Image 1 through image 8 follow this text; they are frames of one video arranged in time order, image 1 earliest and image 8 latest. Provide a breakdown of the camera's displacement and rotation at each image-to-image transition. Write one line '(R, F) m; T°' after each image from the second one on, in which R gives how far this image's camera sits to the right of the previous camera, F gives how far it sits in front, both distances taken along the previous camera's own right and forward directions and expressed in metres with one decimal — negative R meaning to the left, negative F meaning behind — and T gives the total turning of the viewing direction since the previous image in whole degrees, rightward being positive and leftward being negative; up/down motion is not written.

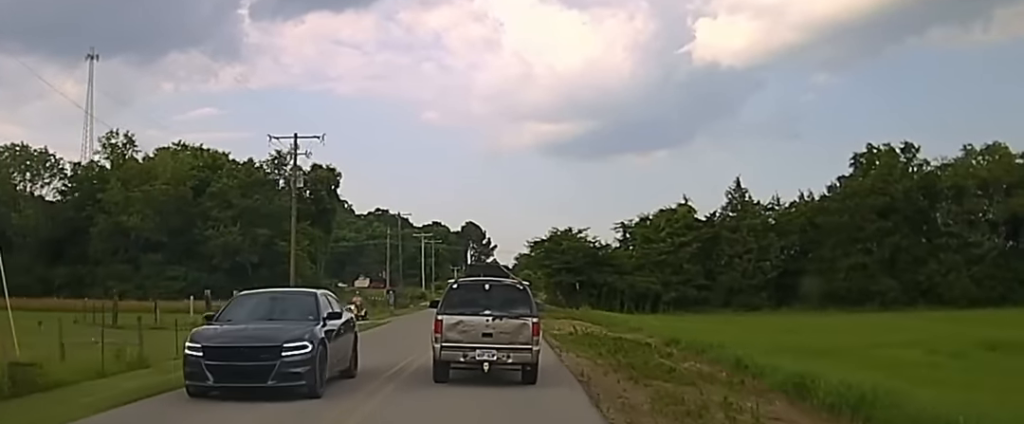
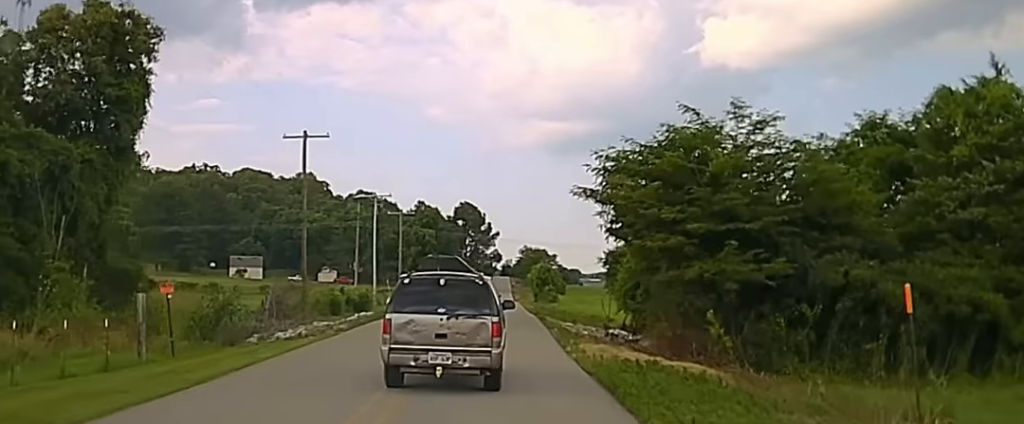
(-0.1, +66.9) m; +1°
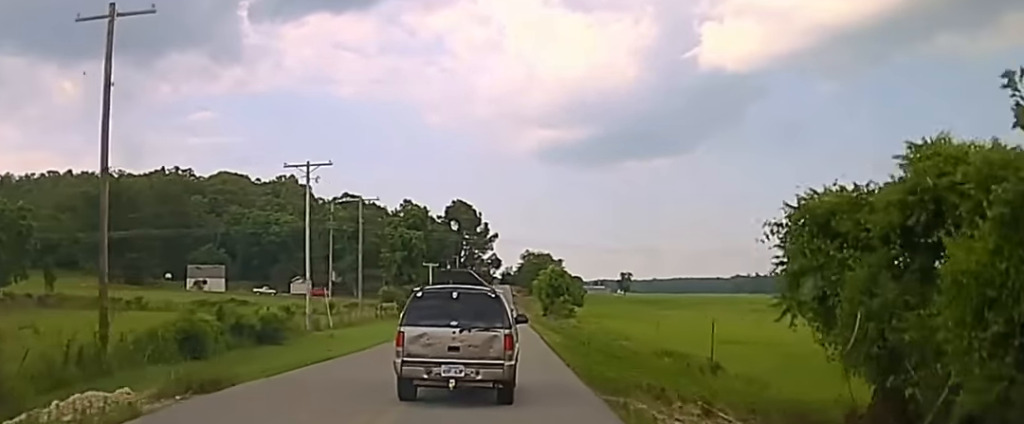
(-0.1, +31.8) m; -1°
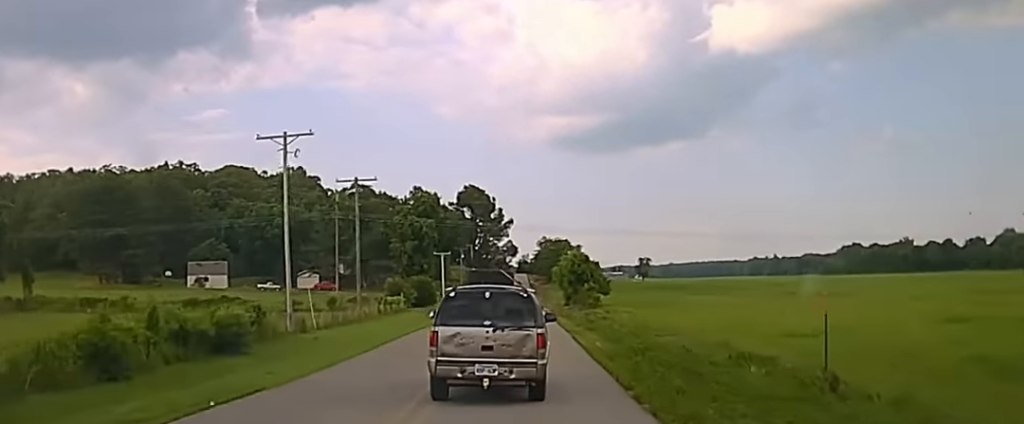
(-0.2, +10.5) m; 0°
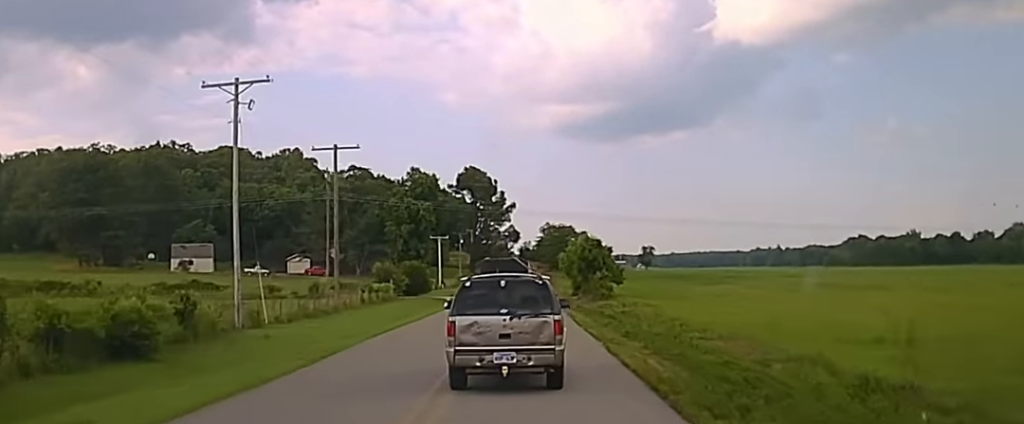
(-0.2, +11.4) m; 0°
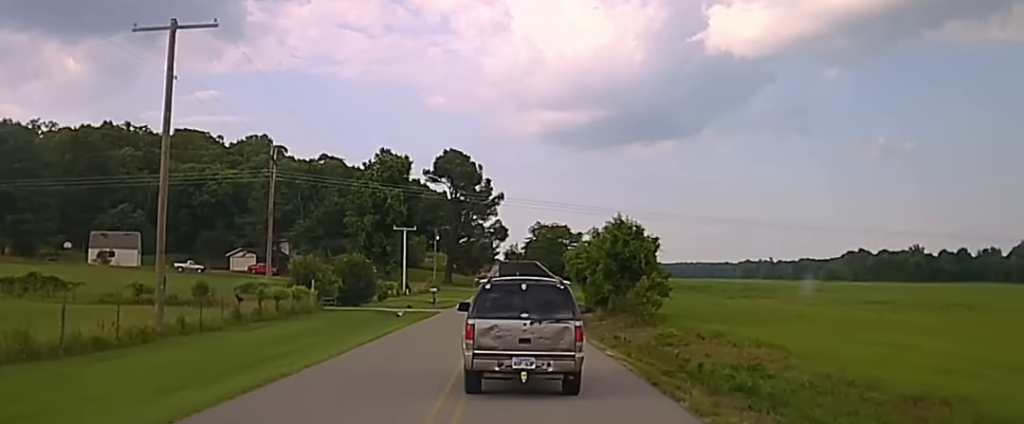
(+0.4, +30.3) m; +2°
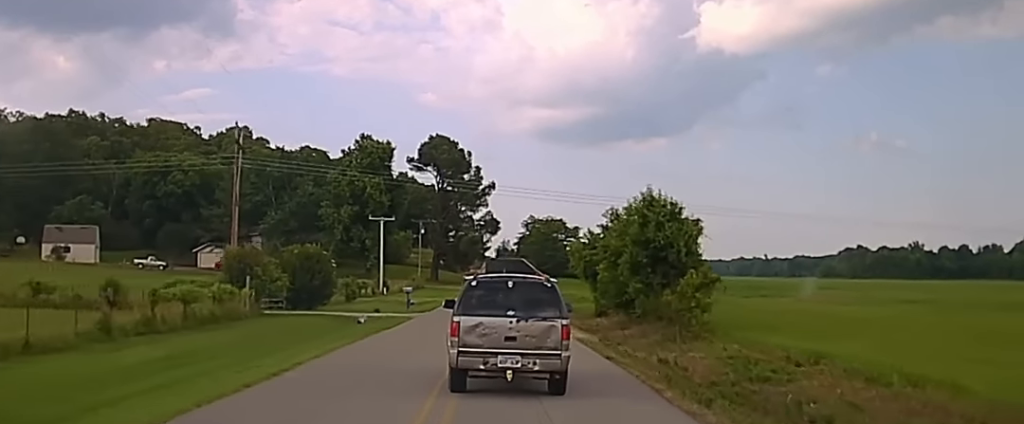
(+0.2, +14.7) m; 0°
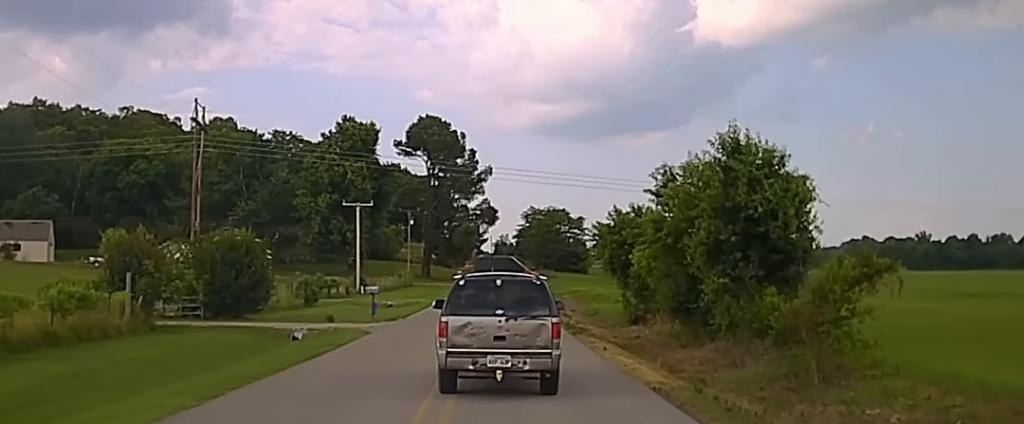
(+0.1, +14.8) m; 0°
